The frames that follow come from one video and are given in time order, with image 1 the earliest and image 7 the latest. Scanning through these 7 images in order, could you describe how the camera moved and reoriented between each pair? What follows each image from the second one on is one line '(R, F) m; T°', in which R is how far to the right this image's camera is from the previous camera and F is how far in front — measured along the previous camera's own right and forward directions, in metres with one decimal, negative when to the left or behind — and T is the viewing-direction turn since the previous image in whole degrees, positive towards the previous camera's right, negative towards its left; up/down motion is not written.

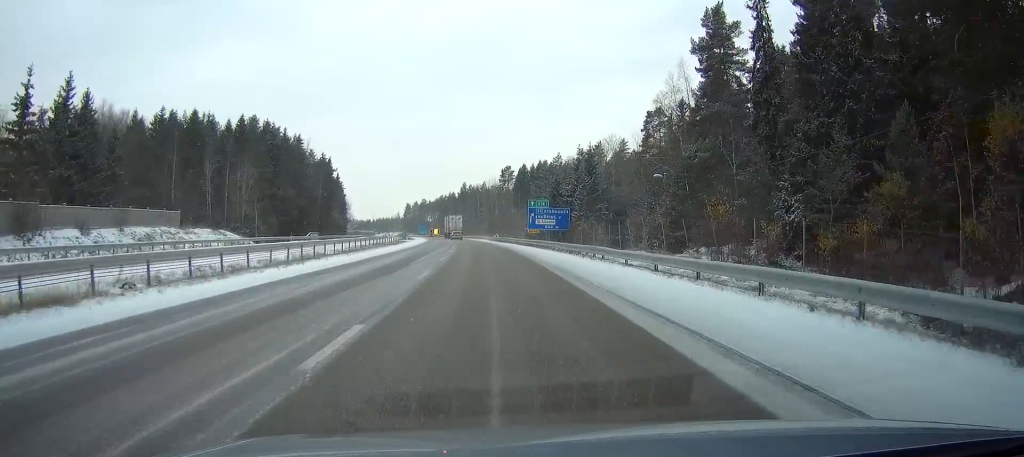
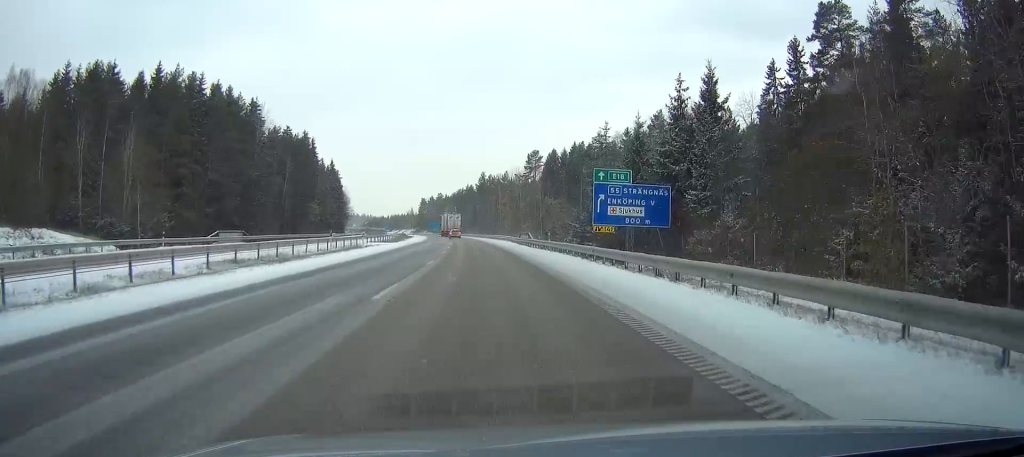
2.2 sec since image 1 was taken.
(-0.6, +41.8) m; -2°
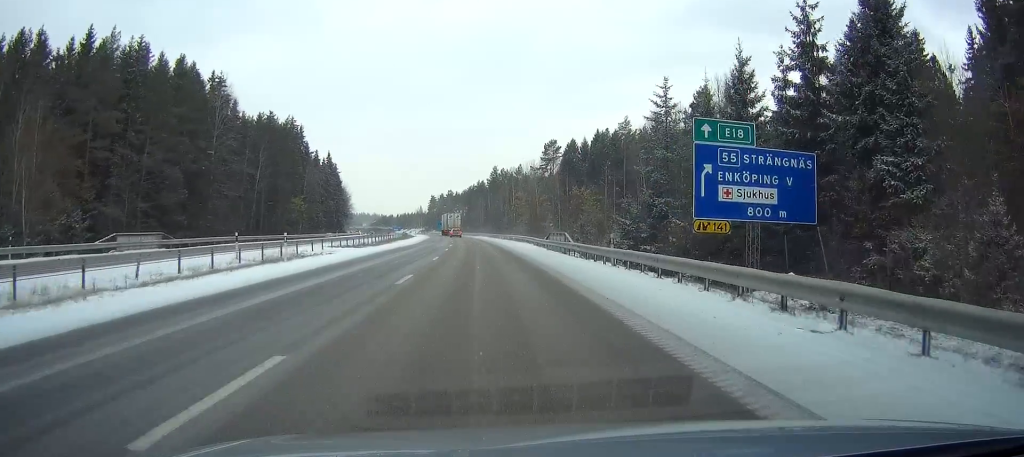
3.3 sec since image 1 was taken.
(-0.1, +20.3) m; -1°
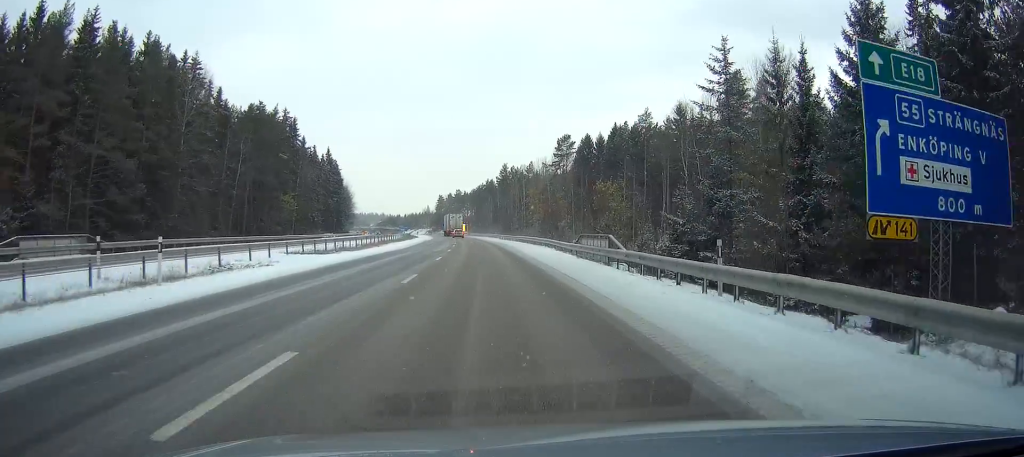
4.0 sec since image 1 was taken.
(-0.1, +11.7) m; -1°
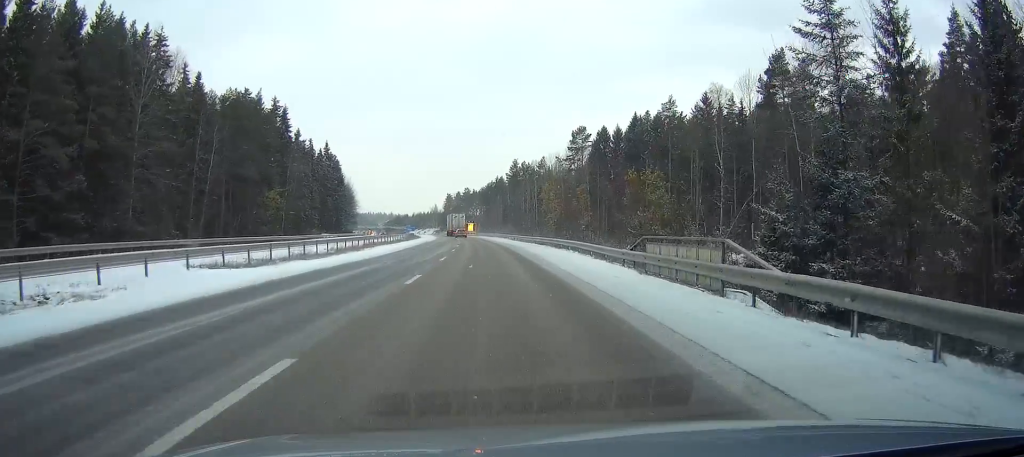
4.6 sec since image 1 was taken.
(-0.1, +12.3) m; -1°
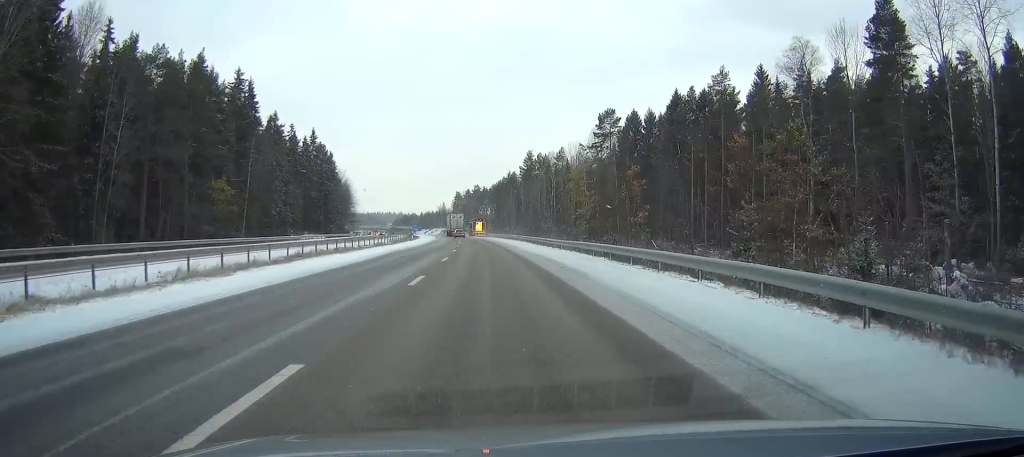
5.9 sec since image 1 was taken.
(-0.3, +24.0) m; -1°
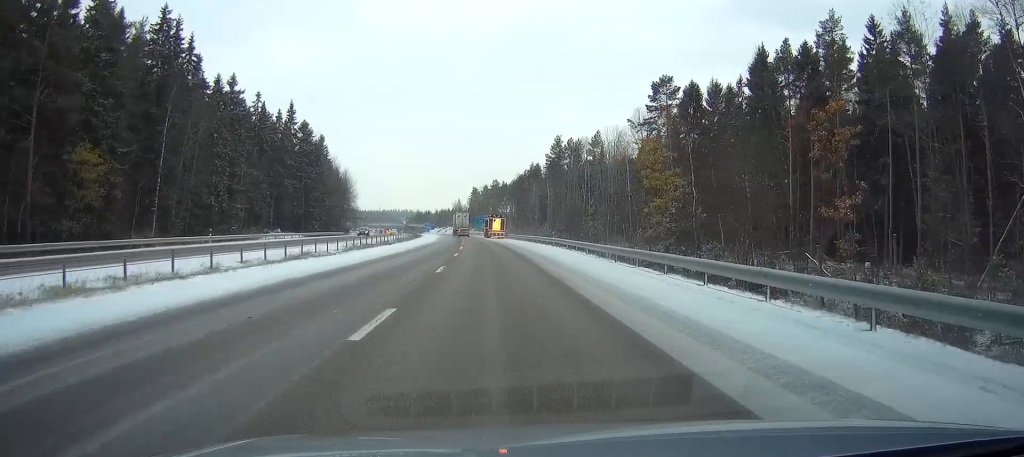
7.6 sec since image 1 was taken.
(-0.5, +31.3) m; -1°
